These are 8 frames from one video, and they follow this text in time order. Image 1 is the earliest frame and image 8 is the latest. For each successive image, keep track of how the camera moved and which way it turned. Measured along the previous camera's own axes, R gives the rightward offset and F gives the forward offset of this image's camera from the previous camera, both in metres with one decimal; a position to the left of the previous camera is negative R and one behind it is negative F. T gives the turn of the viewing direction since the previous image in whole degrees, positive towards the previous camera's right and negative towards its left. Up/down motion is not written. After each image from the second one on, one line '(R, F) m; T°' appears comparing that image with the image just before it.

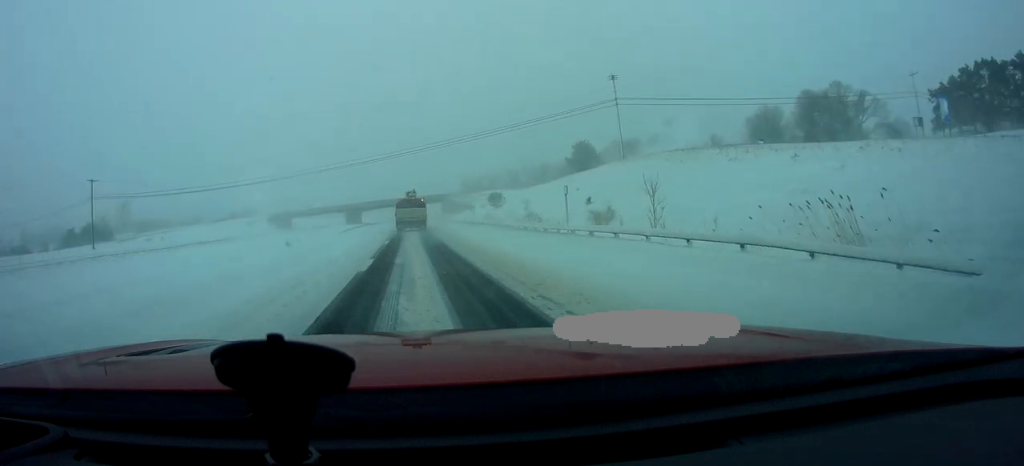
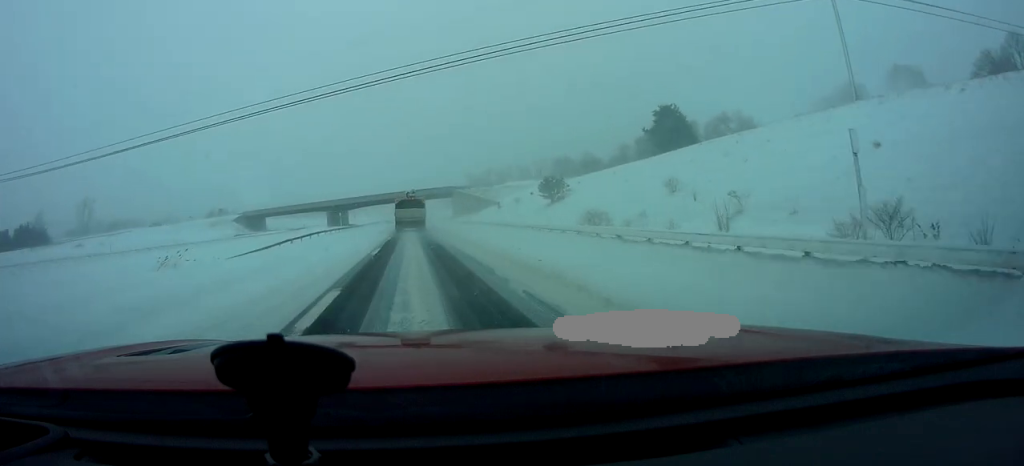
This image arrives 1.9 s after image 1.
(+0.5, +43.0) m; +1°
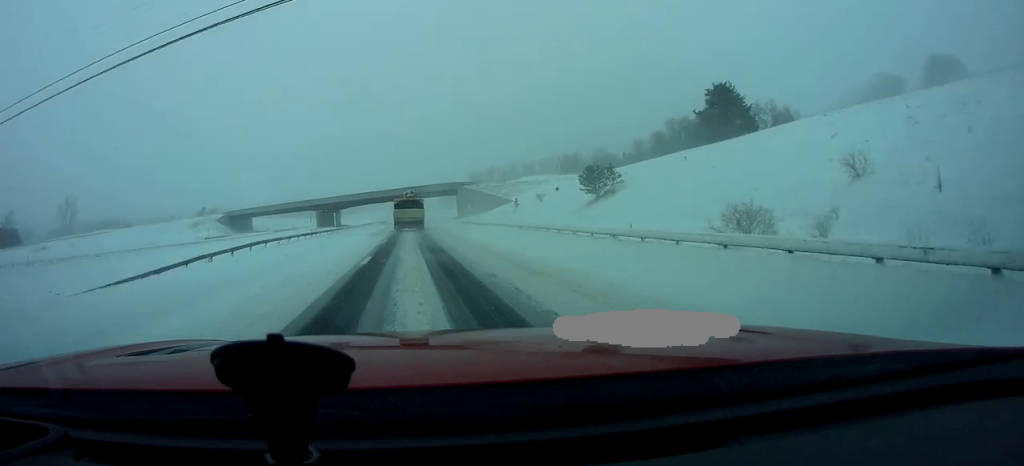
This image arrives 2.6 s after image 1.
(0.0, +16.0) m; 0°
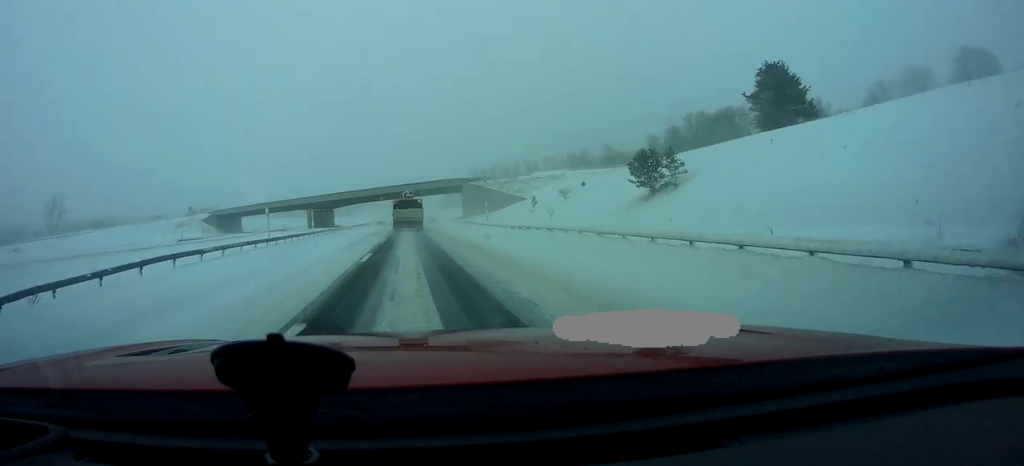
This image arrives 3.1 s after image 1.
(0.0, +11.5) m; 0°
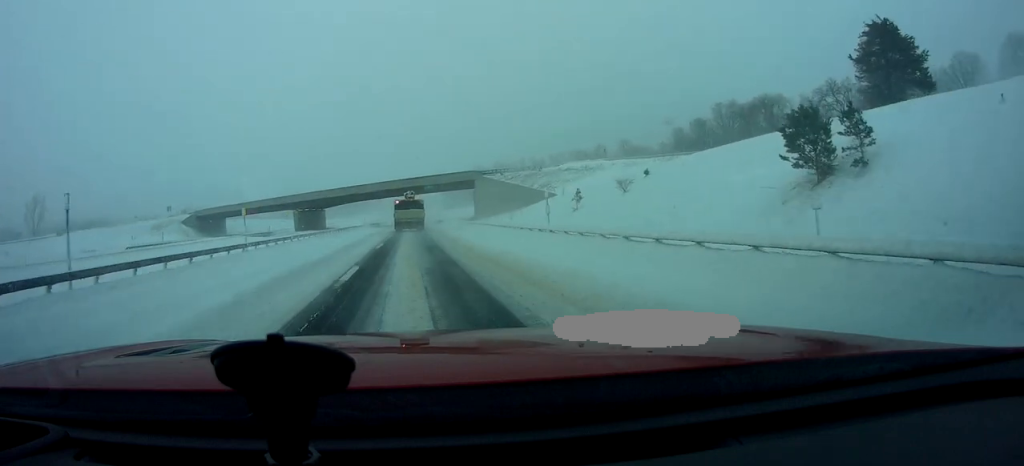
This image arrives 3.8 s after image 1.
(0.0, +17.0) m; -1°
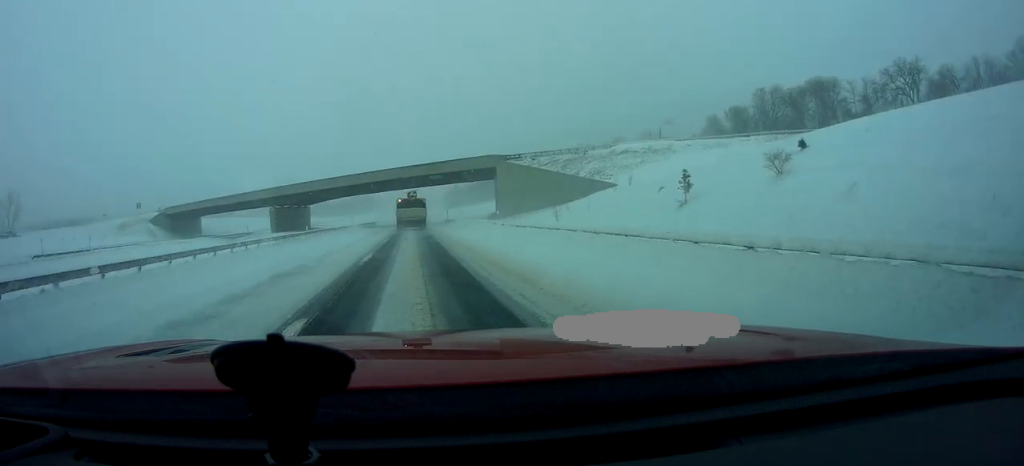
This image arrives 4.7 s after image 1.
(-0.2, +20.2) m; -1°
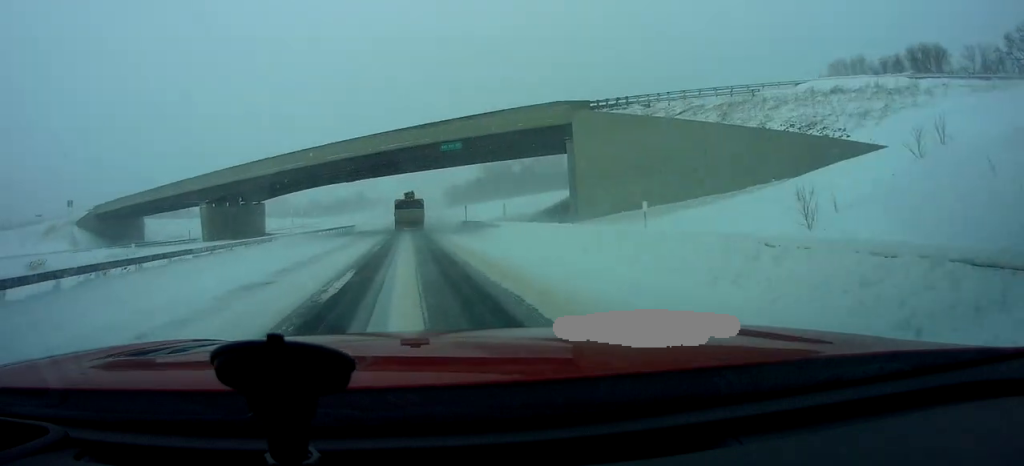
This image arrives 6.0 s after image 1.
(-0.1, +30.2) m; +1°
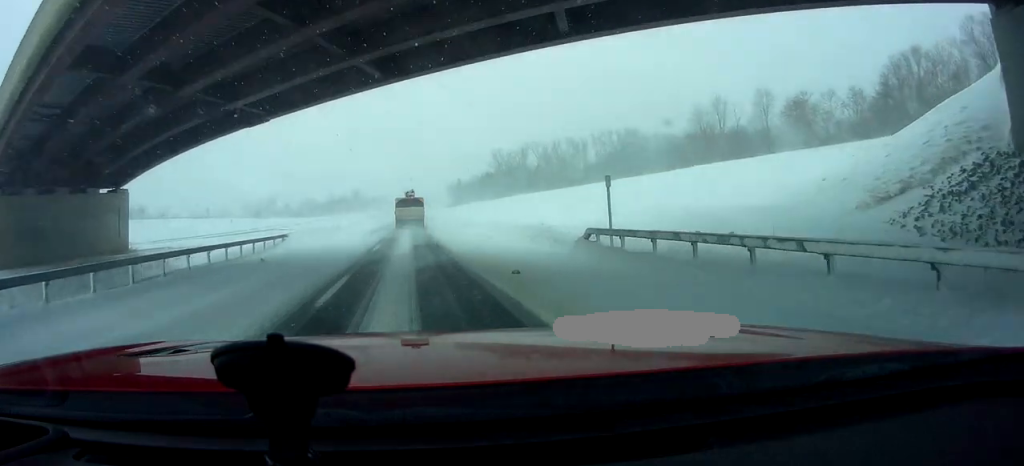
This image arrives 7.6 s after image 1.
(+0.6, +37.0) m; +1°
